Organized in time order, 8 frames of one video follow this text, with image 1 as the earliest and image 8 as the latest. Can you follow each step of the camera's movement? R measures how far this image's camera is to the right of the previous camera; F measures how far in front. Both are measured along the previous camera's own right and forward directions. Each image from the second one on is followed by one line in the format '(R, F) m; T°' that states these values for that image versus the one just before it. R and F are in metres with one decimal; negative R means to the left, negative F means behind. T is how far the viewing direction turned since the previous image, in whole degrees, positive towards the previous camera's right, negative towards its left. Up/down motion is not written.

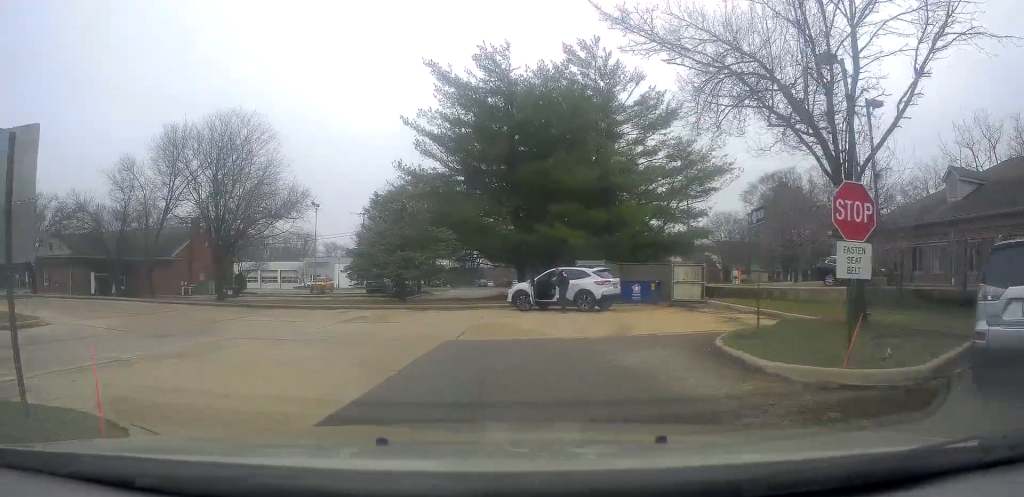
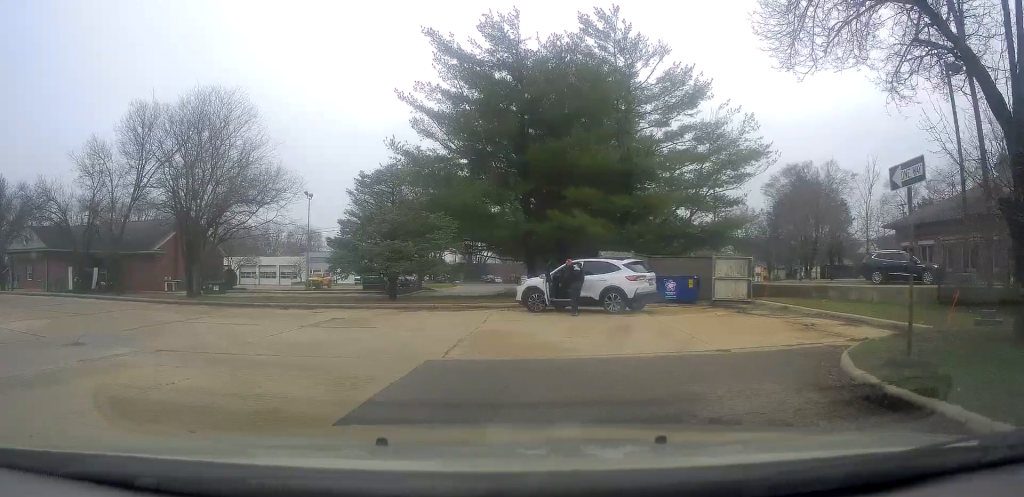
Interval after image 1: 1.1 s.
(-0.2, +5.1) m; +1°
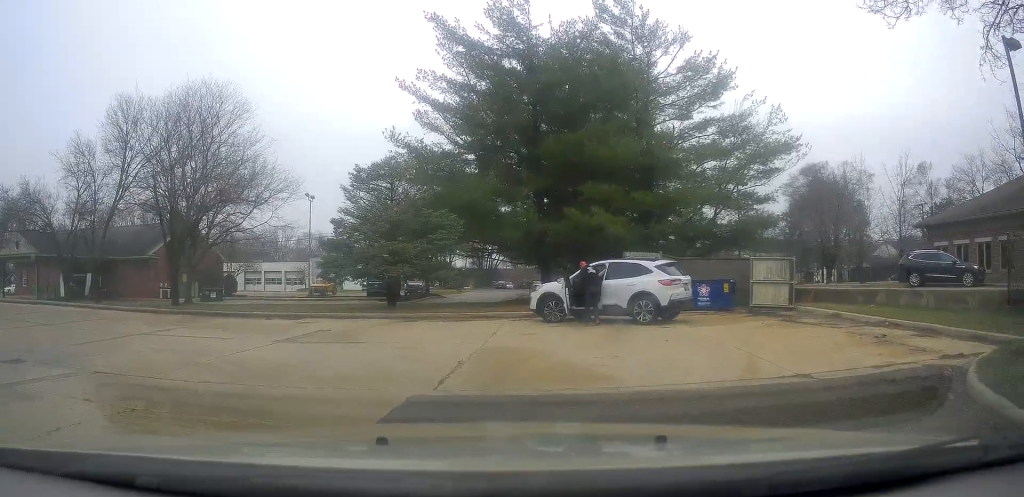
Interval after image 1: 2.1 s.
(+0.2, +3.3) m; 0°
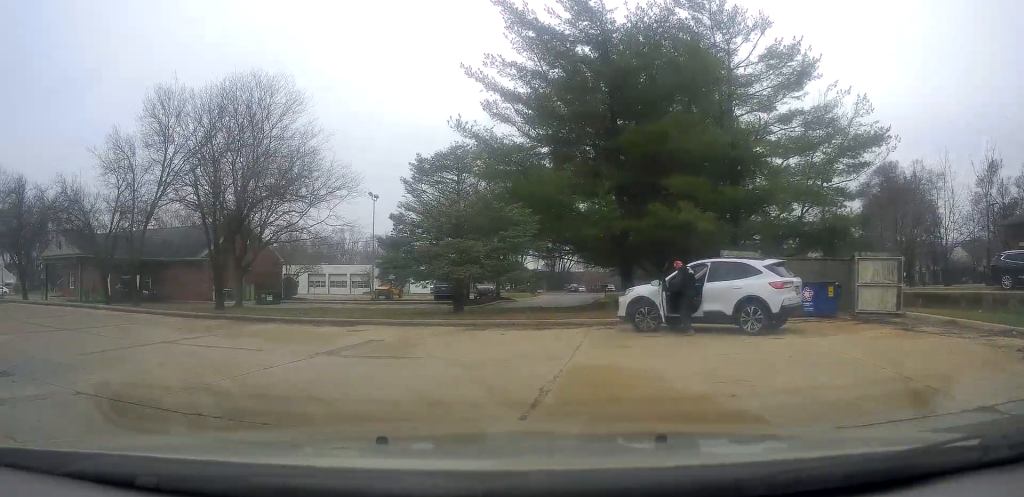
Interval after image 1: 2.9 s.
(-0.1, +2.5) m; -10°
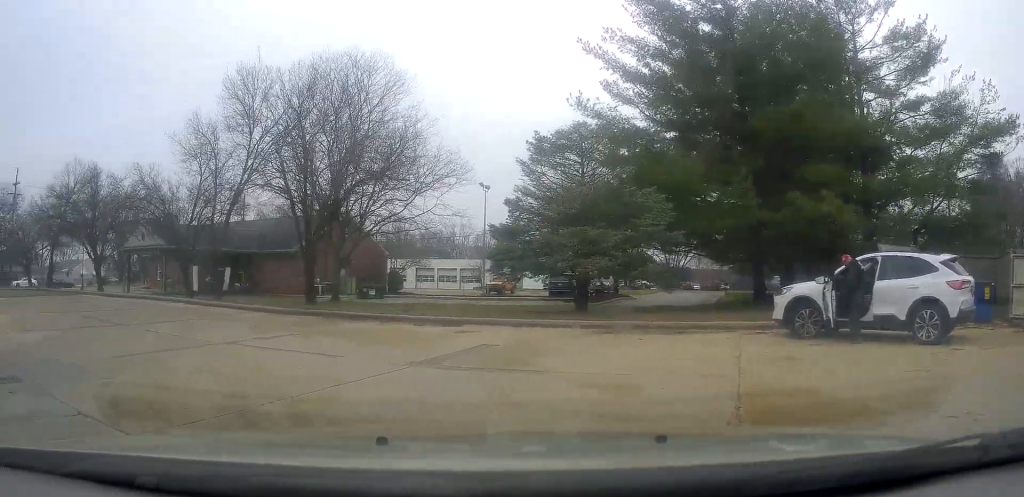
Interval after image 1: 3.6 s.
(-0.2, +1.8) m; -11°
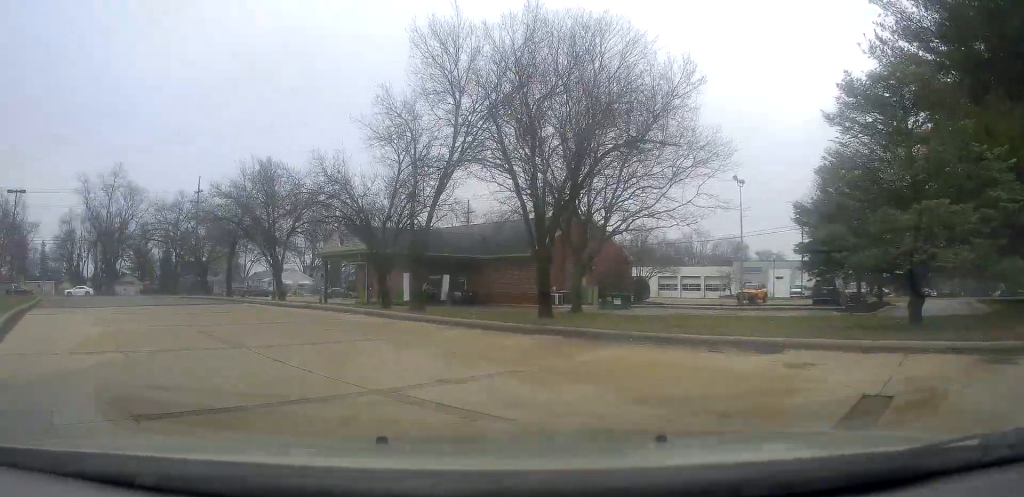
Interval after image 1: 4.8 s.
(-0.7, +4.5) m; -19°
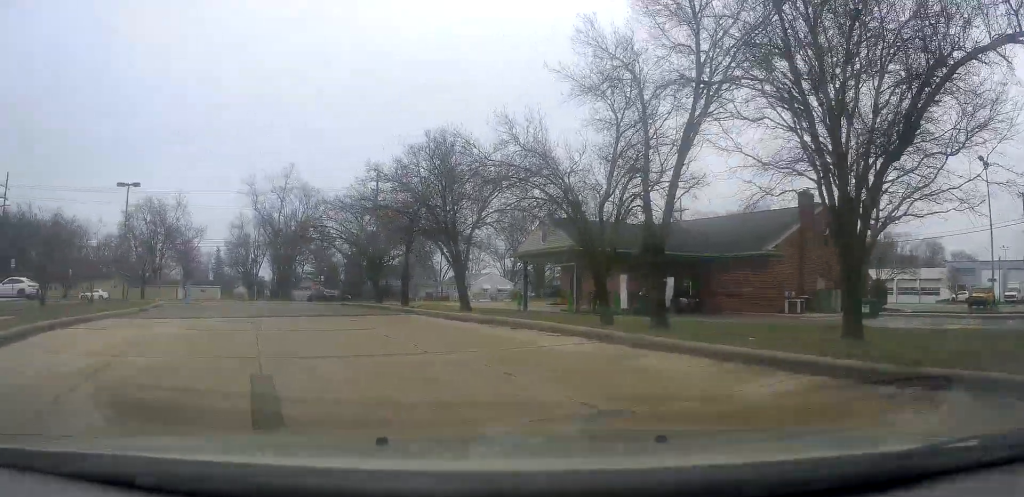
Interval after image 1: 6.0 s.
(-1.2, +5.5) m; -22°
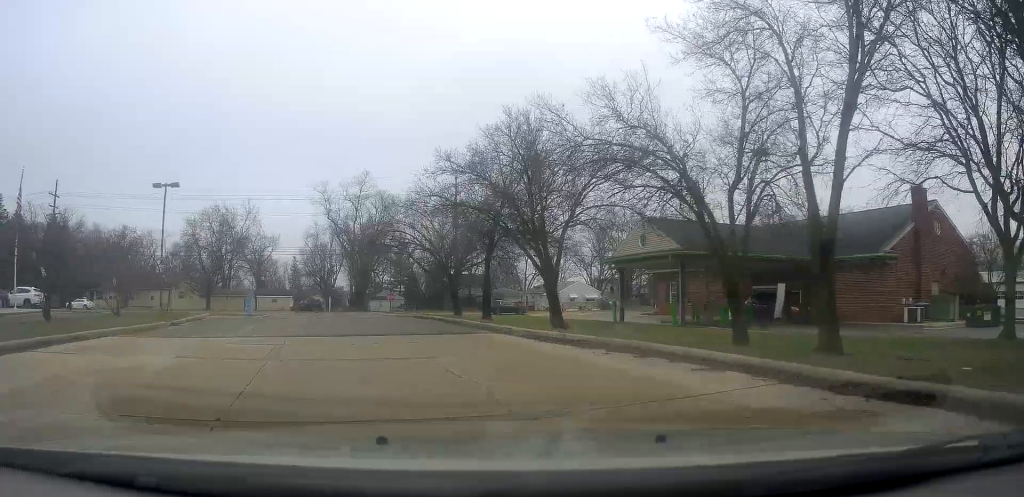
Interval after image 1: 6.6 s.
(-0.3, +3.6) m; -10°
